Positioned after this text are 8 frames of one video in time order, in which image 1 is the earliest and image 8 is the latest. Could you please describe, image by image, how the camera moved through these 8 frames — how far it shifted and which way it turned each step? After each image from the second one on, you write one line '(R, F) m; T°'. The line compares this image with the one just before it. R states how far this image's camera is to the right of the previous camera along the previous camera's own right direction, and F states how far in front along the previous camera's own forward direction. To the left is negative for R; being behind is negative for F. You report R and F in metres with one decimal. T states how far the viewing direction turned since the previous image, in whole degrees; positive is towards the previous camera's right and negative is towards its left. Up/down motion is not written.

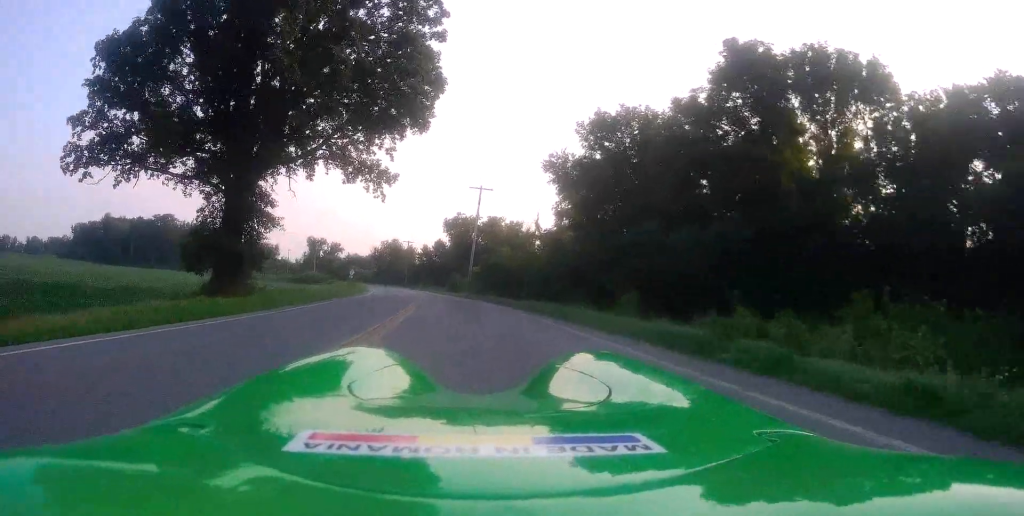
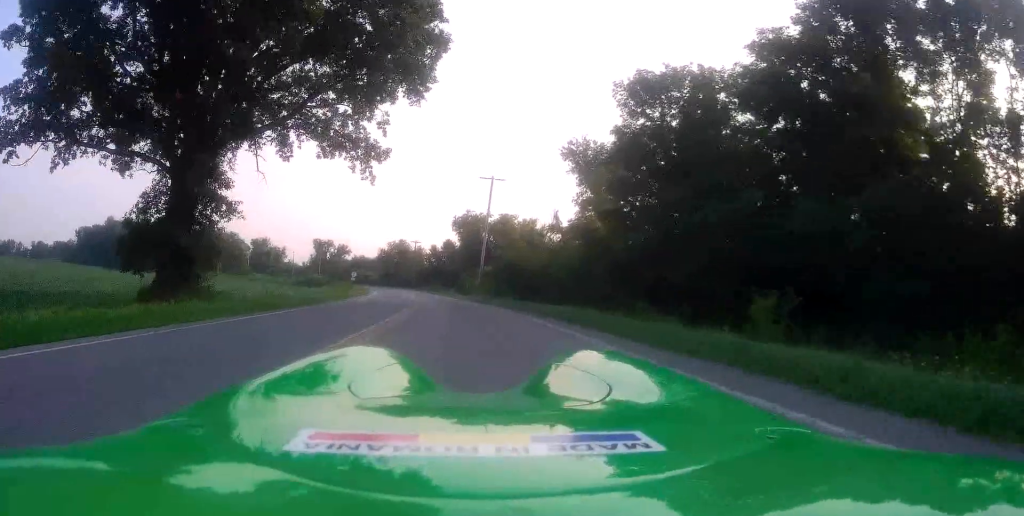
(0.0, +6.7) m; 0°
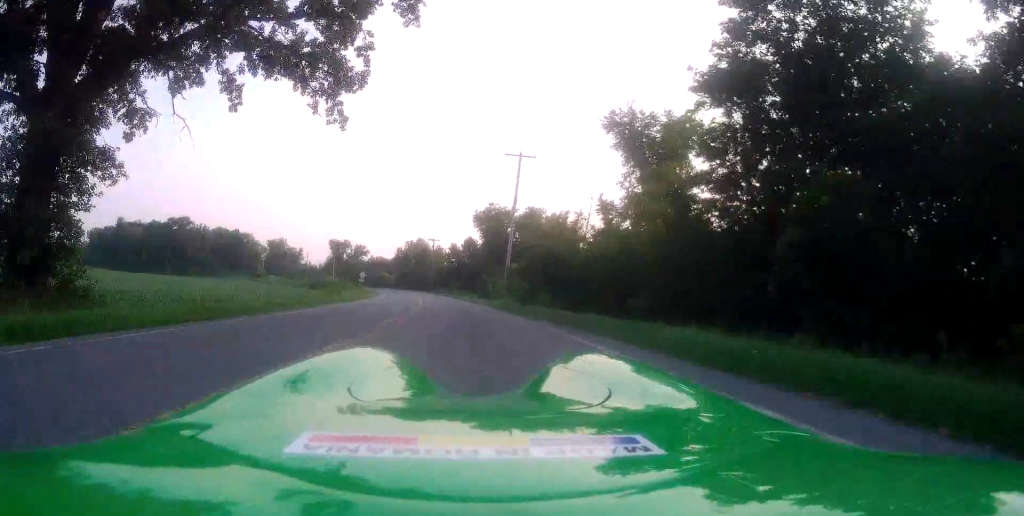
(0.0, +10.4) m; 0°
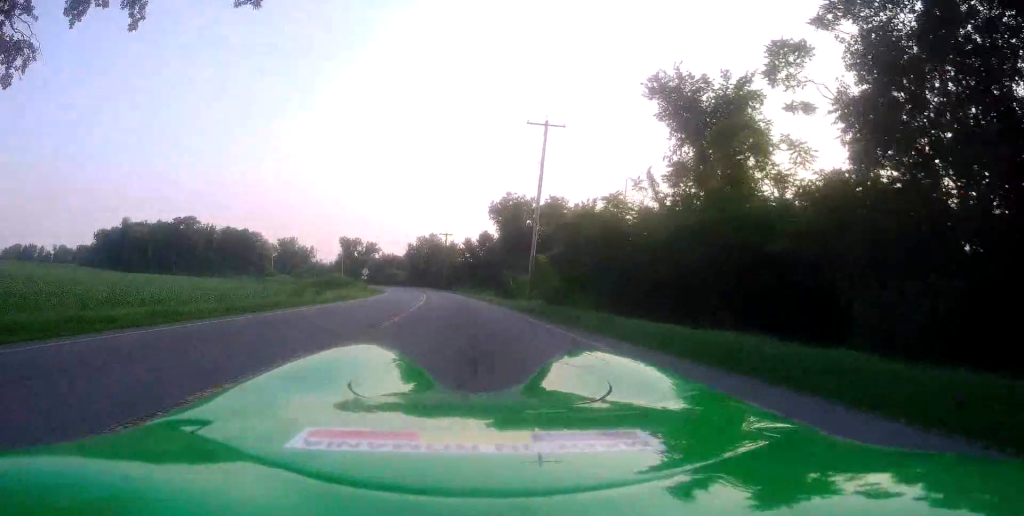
(-0.1, +8.5) m; -3°
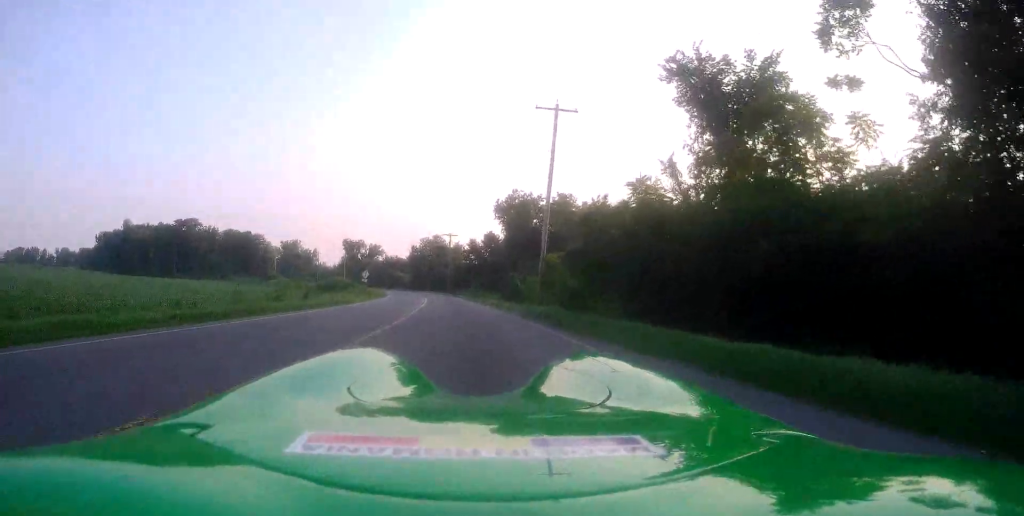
(-0.1, +3.2) m; -1°
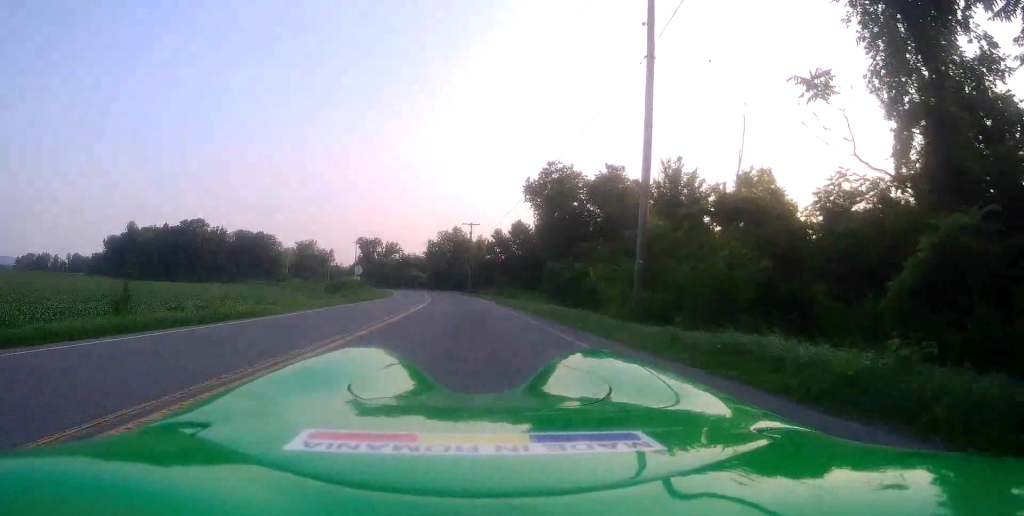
(-0.3, +16.4) m; -1°
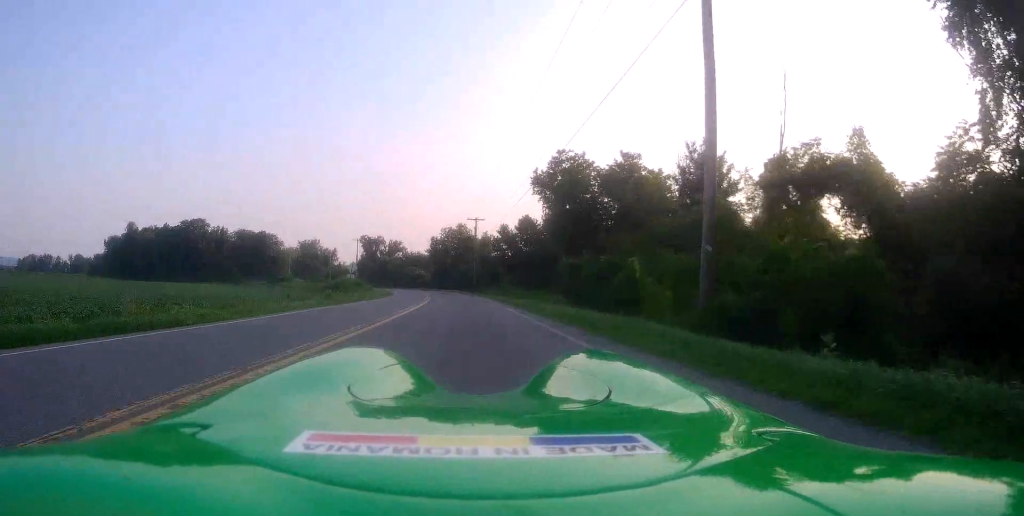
(0.0, +4.5) m; 0°
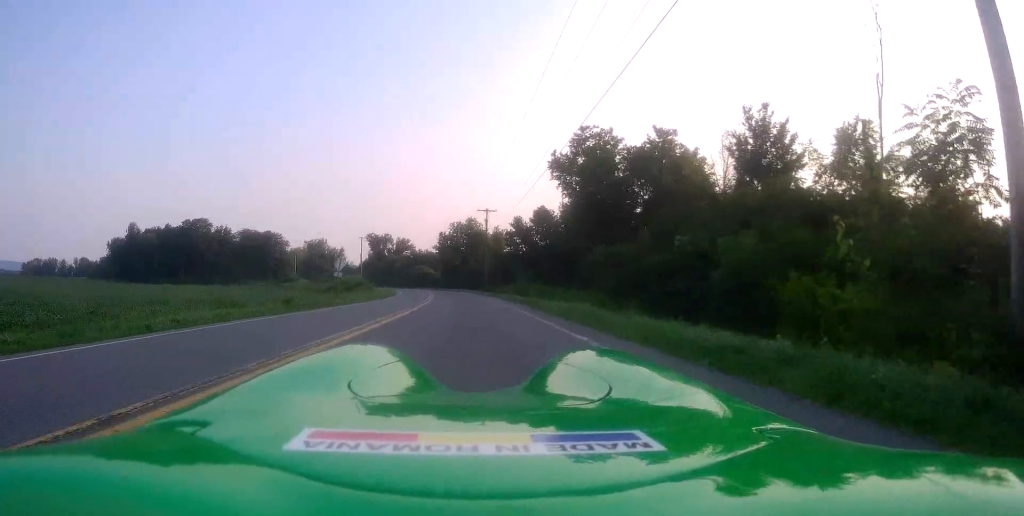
(0.0, +7.8) m; -1°
